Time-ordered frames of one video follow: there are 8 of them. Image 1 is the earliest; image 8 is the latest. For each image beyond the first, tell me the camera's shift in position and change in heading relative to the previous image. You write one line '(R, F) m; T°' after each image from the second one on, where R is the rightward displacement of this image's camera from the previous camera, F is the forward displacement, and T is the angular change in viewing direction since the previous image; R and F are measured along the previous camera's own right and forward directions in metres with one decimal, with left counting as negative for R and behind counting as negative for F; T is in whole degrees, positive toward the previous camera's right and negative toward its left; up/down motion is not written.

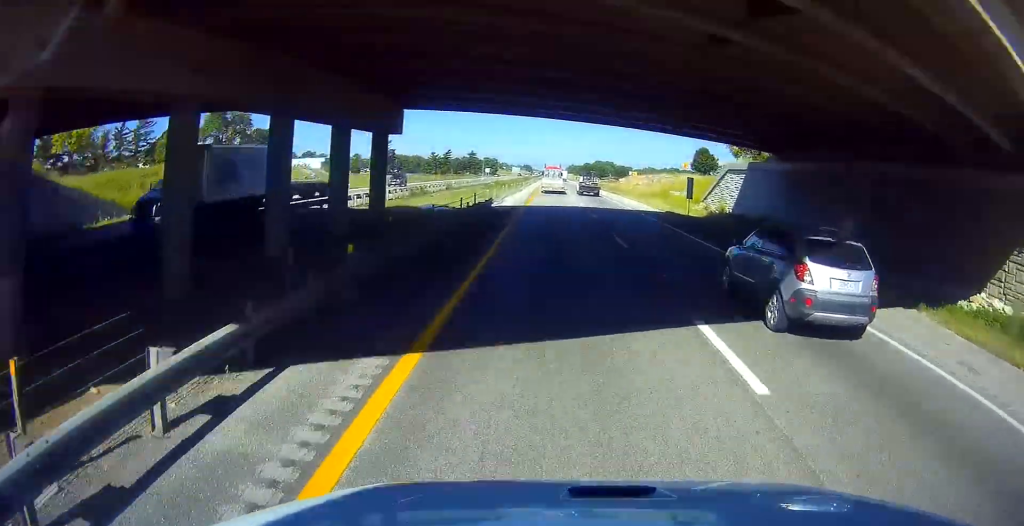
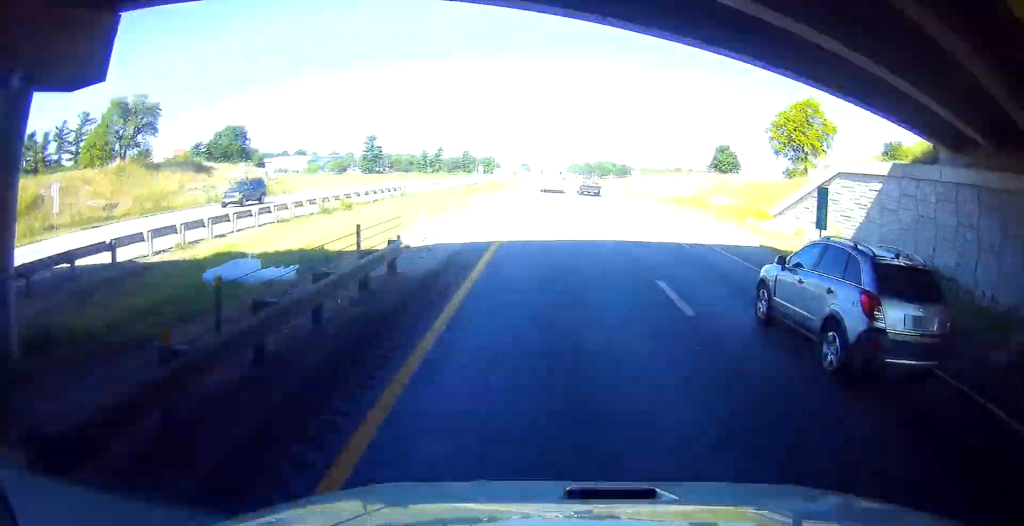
(-0.1, +20.5) m; 0°
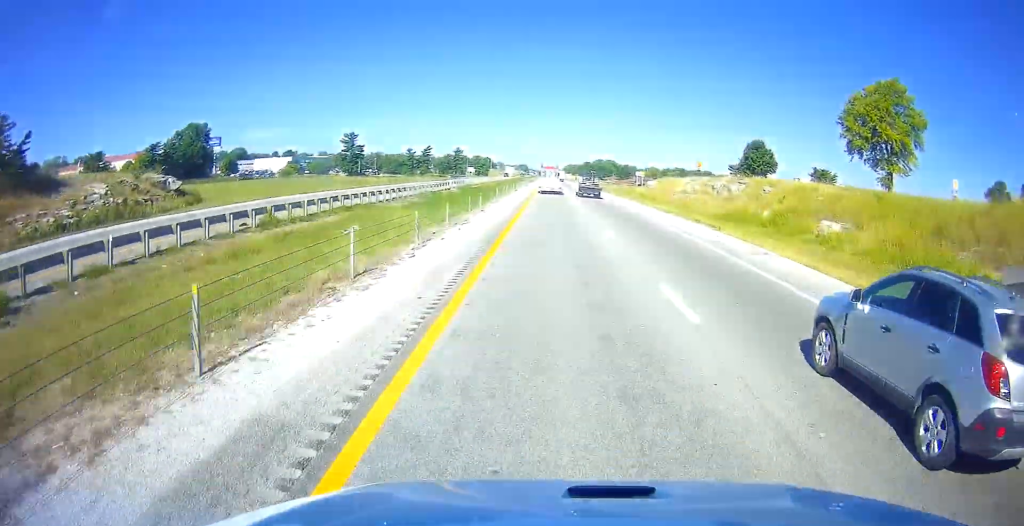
(0.0, +24.6) m; 0°
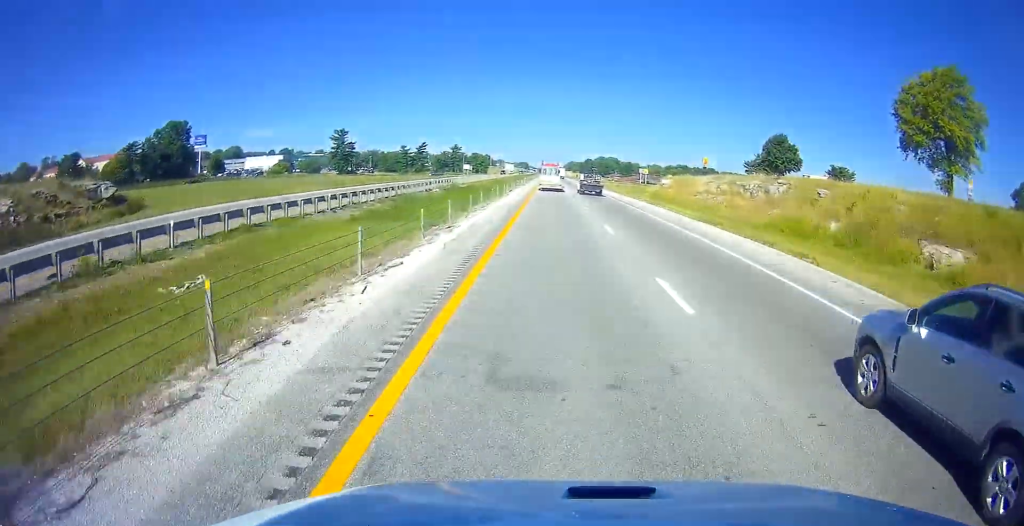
(0.0, +11.8) m; 0°
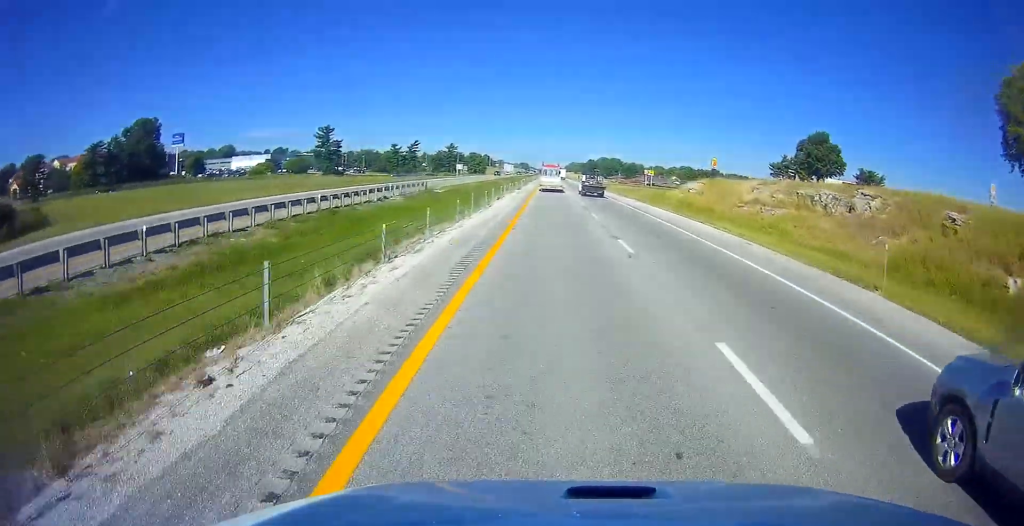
(0.0, +16.7) m; 0°
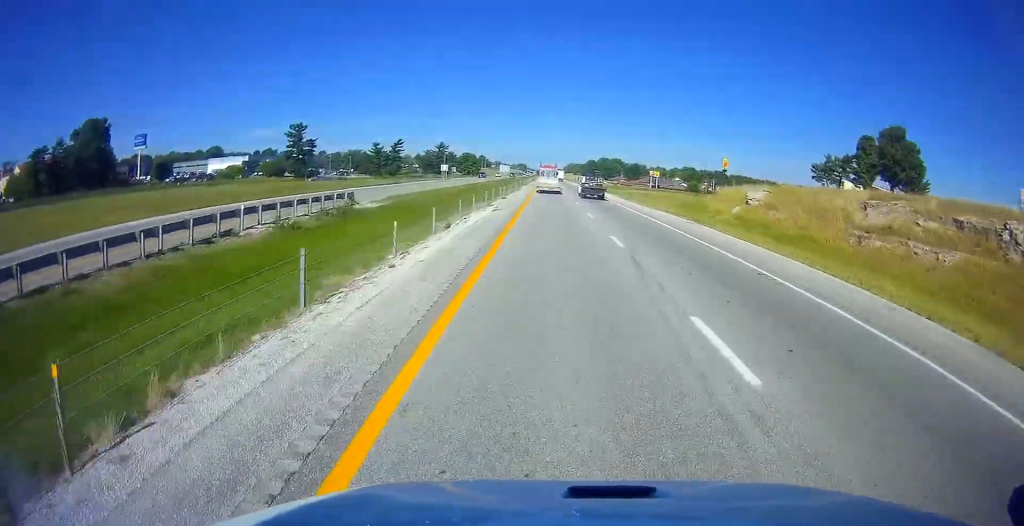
(+0.2, +22.8) m; 0°
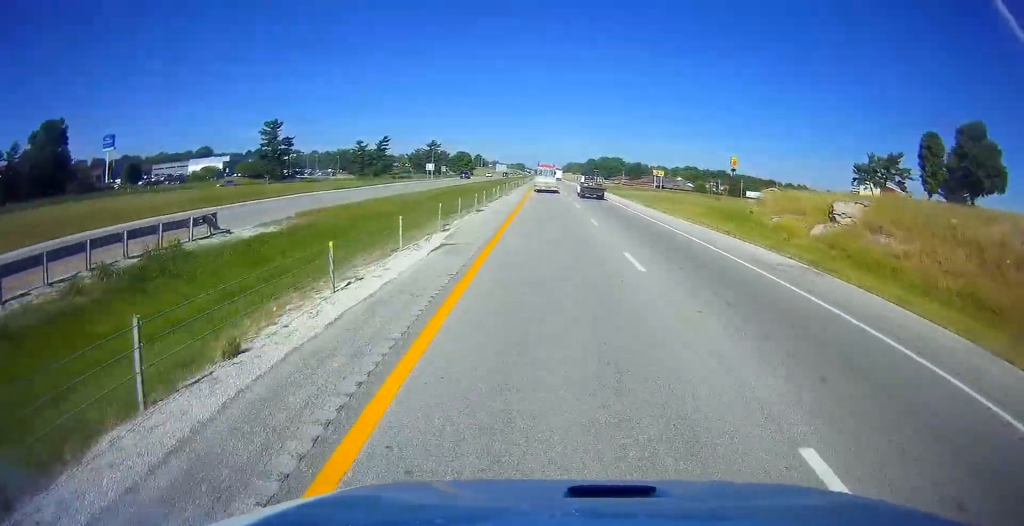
(0.0, +16.9) m; 0°
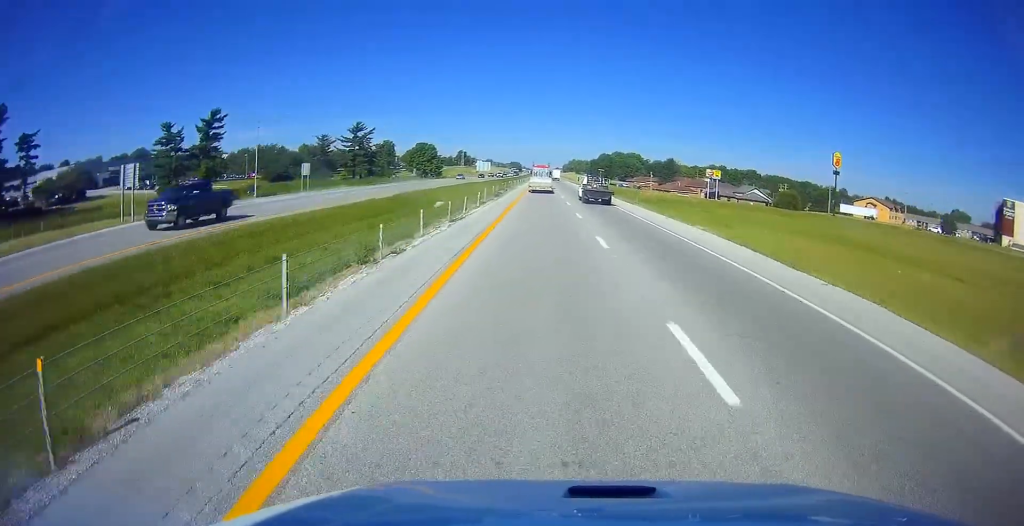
(-0.1, +104.8) m; 0°
